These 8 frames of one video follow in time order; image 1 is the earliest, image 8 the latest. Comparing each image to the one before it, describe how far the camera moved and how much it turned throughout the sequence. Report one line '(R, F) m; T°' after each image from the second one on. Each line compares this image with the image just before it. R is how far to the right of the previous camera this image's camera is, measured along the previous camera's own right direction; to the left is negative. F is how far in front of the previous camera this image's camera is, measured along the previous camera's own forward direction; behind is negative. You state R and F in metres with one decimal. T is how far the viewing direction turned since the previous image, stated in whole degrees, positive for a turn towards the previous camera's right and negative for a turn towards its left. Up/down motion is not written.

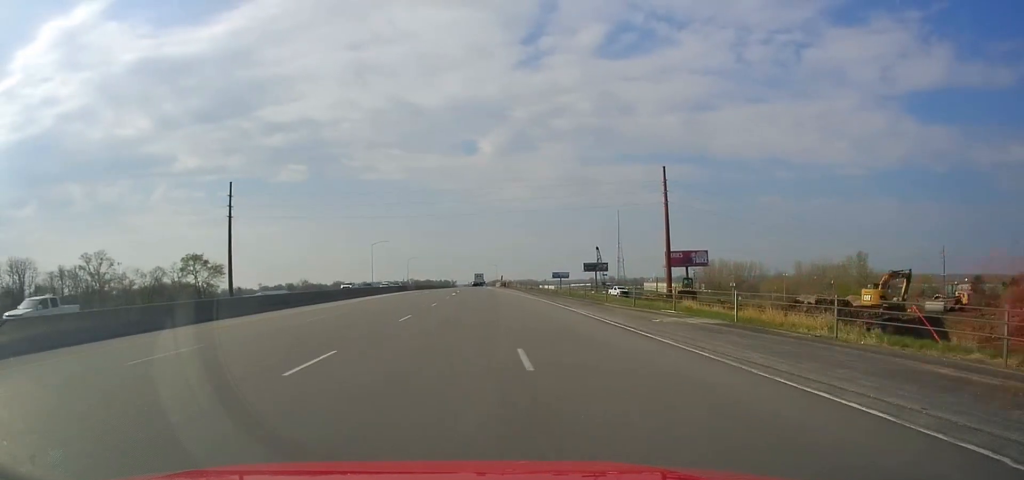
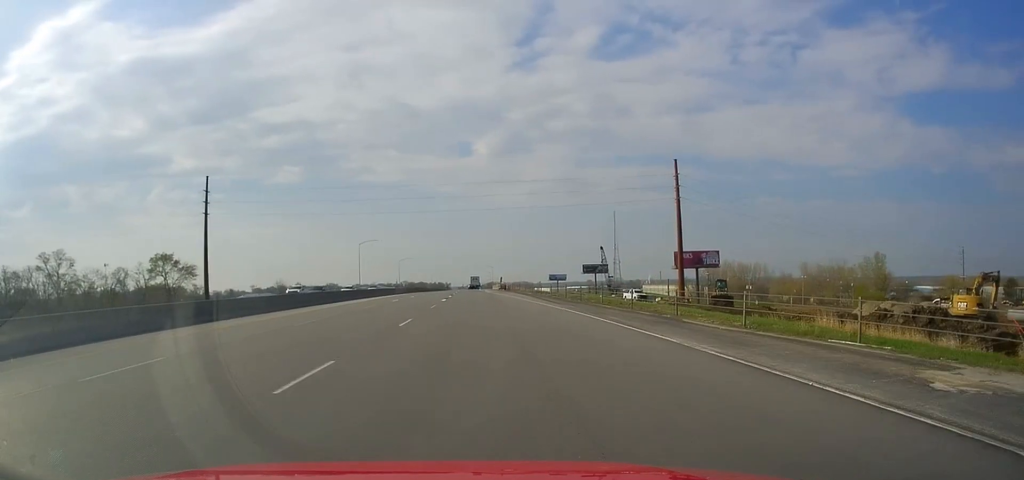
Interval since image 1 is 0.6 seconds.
(-0.1, +13.9) m; -1°
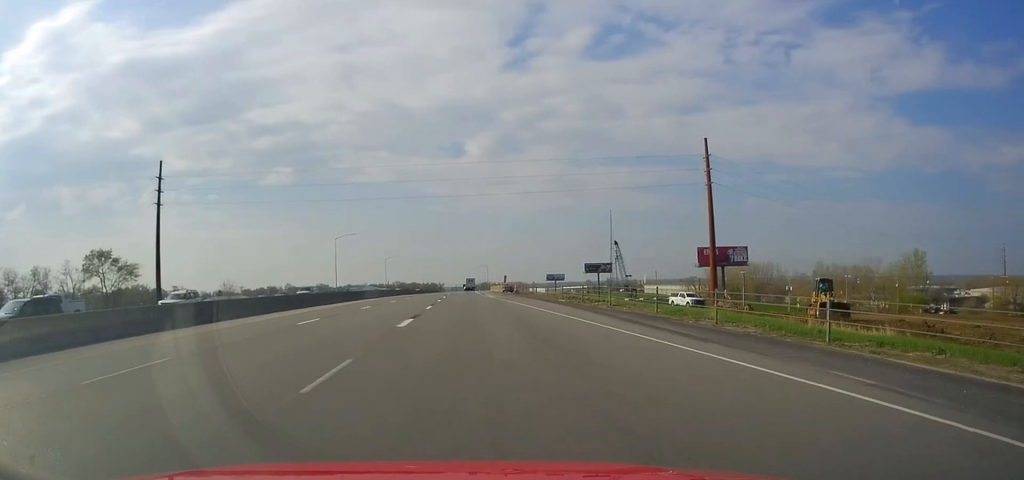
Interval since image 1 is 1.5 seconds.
(-0.4, +24.2) m; 0°
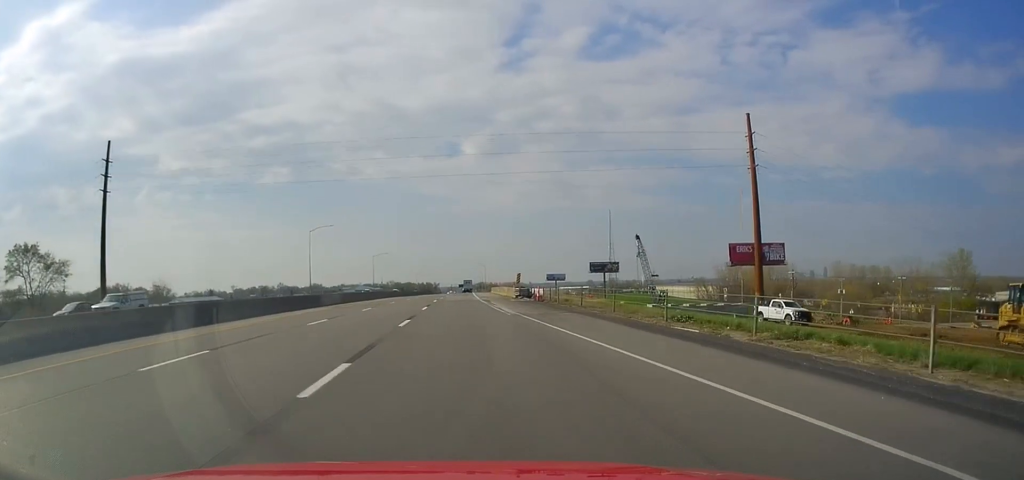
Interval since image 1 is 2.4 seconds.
(+0.4, +23.3) m; +1°
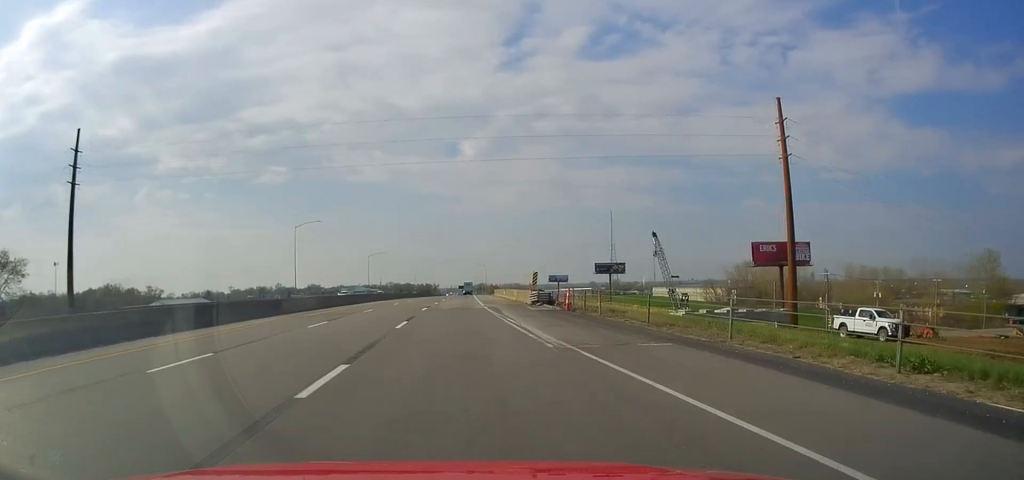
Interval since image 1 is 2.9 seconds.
(+0.1, +12.2) m; +1°
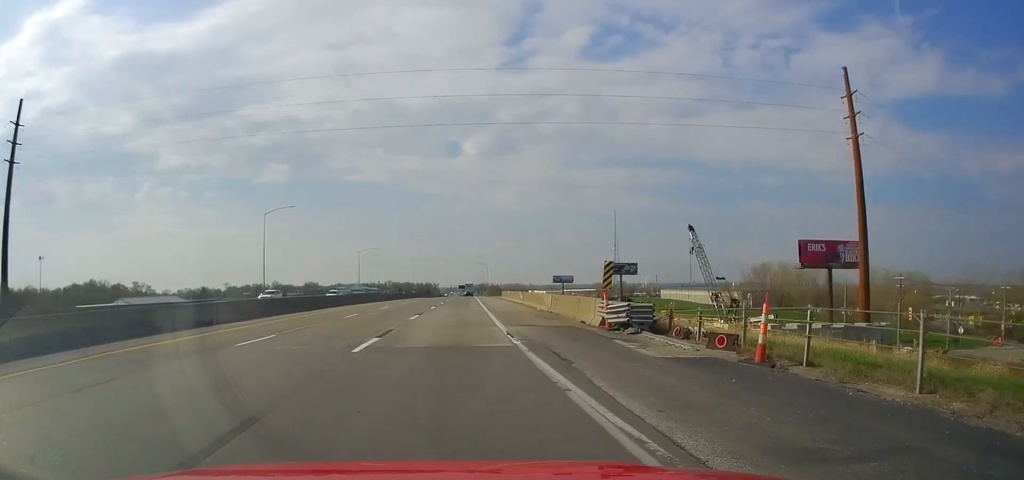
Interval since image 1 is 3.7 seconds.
(0.0, +20.2) m; 0°
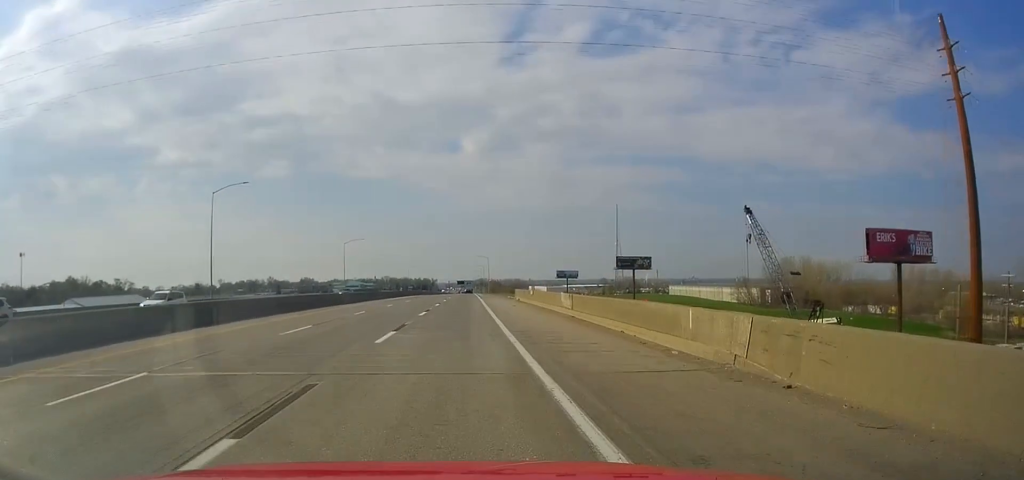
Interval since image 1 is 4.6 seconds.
(0.0, +22.1) m; 0°
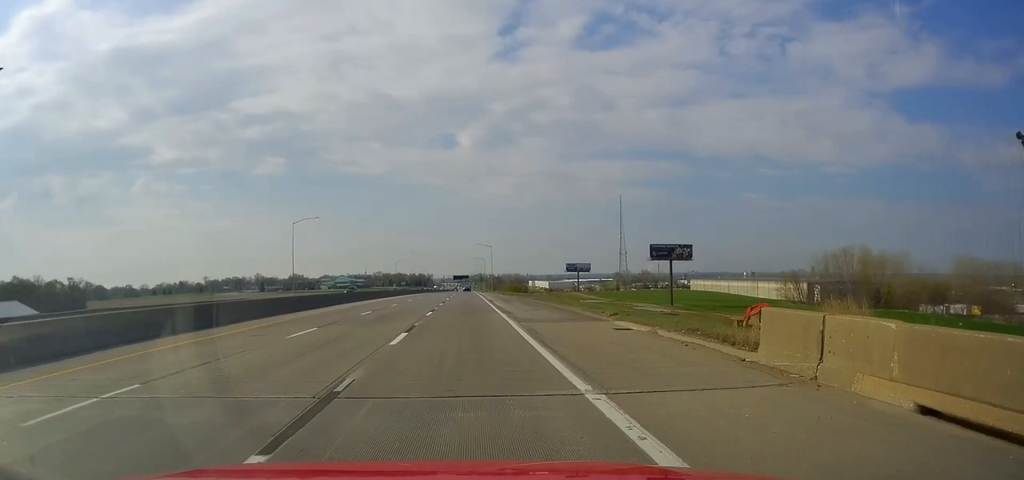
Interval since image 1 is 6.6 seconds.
(0.0, +49.6) m; 0°
